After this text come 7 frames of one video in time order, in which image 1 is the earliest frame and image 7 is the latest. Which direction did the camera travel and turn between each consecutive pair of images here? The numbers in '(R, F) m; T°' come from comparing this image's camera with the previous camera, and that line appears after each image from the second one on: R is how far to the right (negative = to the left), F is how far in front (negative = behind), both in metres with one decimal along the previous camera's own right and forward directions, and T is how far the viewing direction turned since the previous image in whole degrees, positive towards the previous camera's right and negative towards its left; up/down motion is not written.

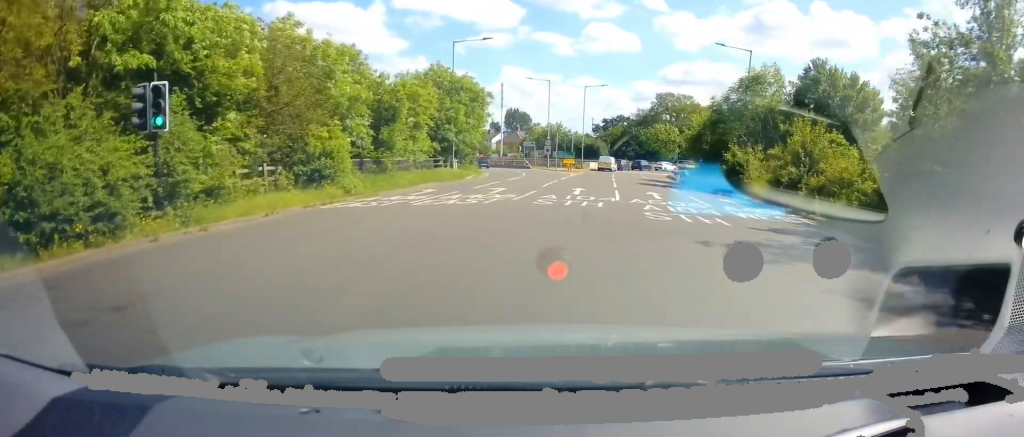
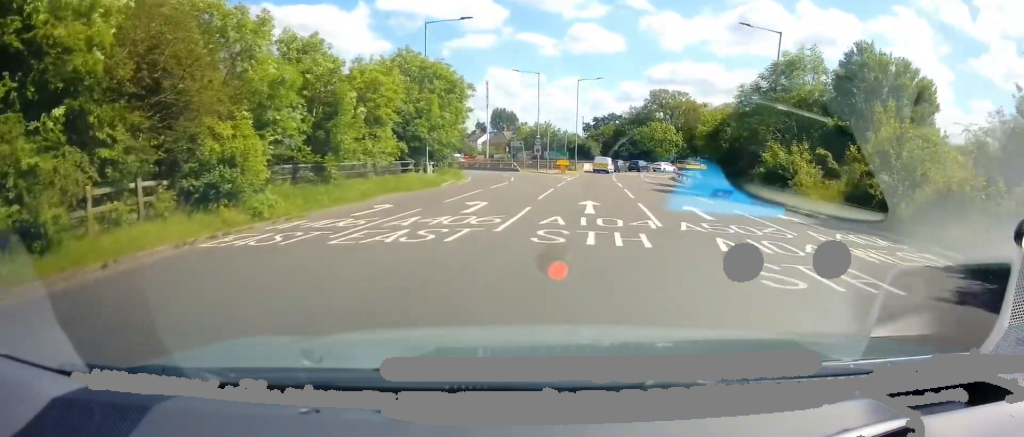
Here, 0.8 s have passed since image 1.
(+0.3, +6.8) m; +2°
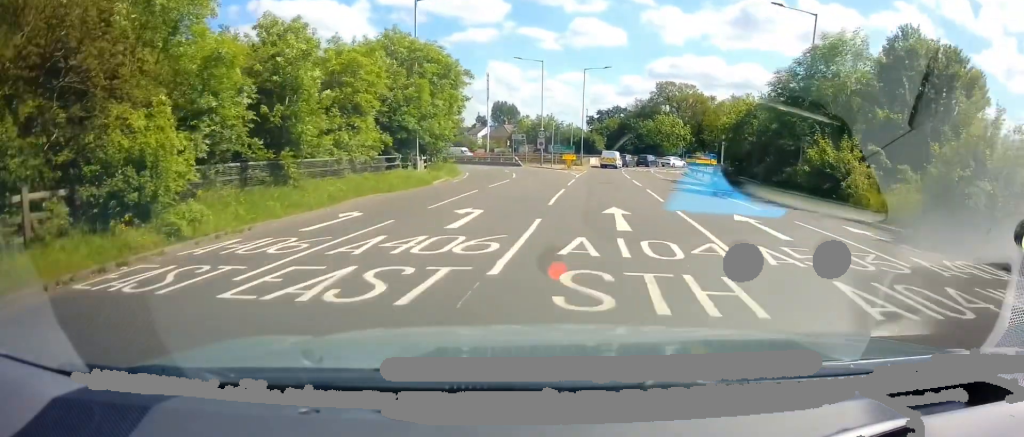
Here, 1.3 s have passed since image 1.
(0.0, +4.0) m; +1°
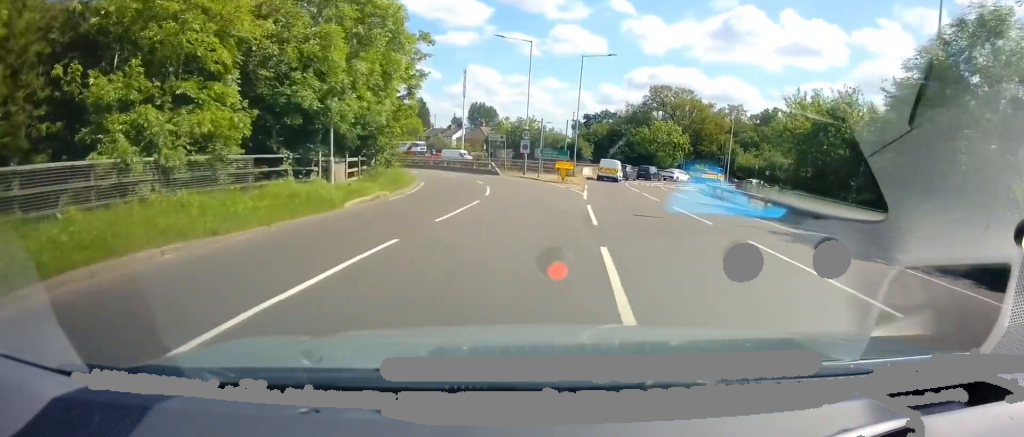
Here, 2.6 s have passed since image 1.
(0.0, +11.9) m; +1°
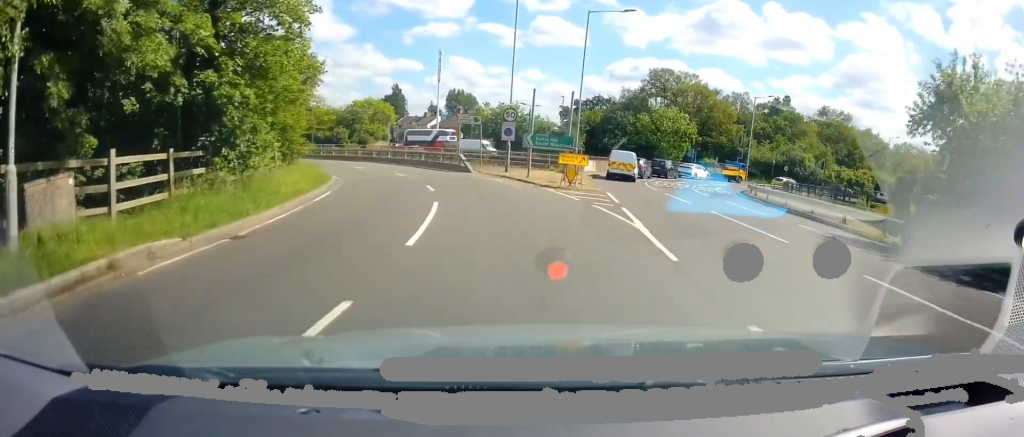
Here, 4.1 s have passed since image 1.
(+0.2, +12.5) m; +2°
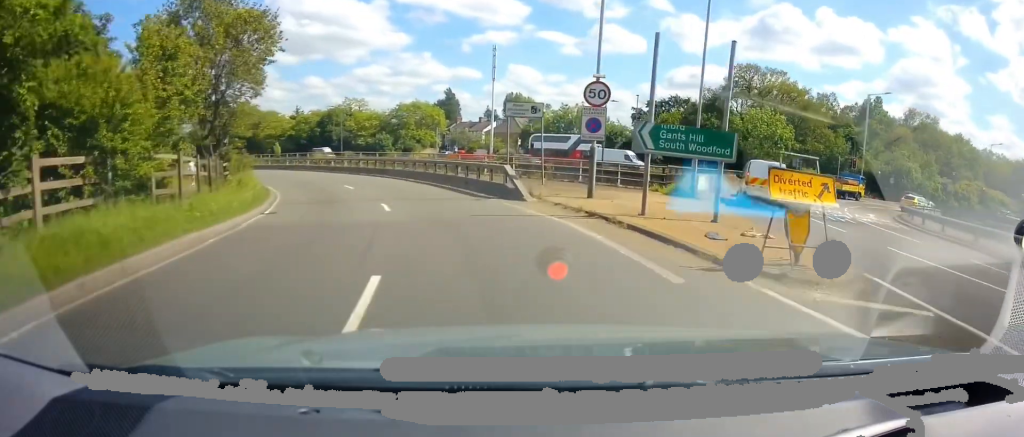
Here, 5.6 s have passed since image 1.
(-0.7, +13.1) m; -8°
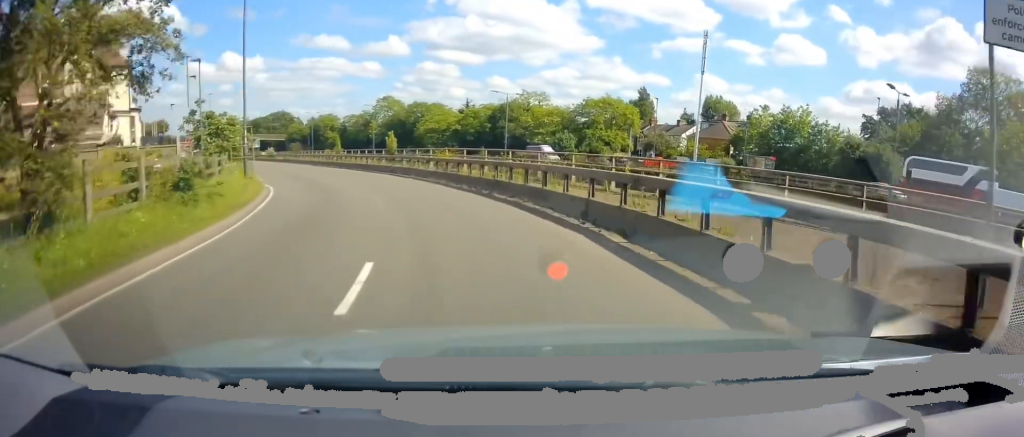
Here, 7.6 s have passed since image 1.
(-1.8, +17.4) m; -15°
